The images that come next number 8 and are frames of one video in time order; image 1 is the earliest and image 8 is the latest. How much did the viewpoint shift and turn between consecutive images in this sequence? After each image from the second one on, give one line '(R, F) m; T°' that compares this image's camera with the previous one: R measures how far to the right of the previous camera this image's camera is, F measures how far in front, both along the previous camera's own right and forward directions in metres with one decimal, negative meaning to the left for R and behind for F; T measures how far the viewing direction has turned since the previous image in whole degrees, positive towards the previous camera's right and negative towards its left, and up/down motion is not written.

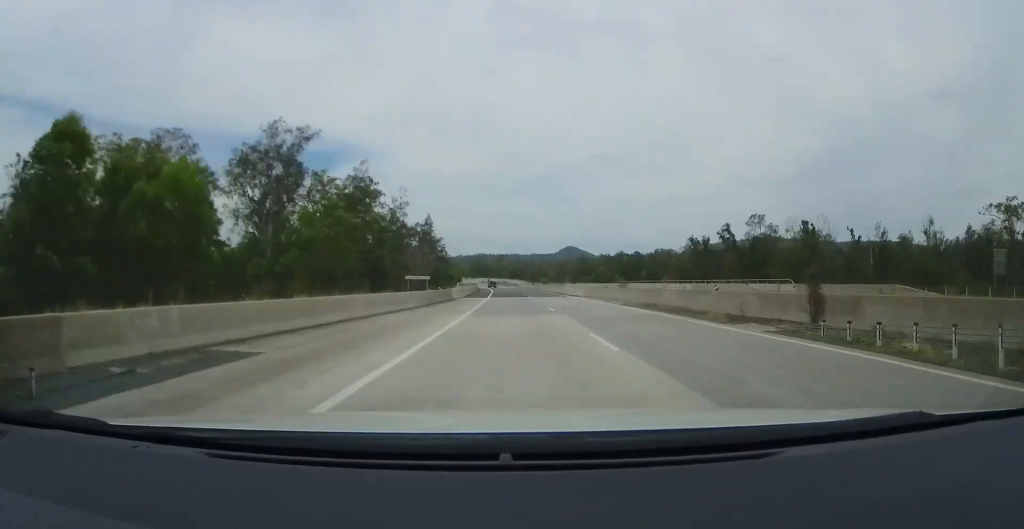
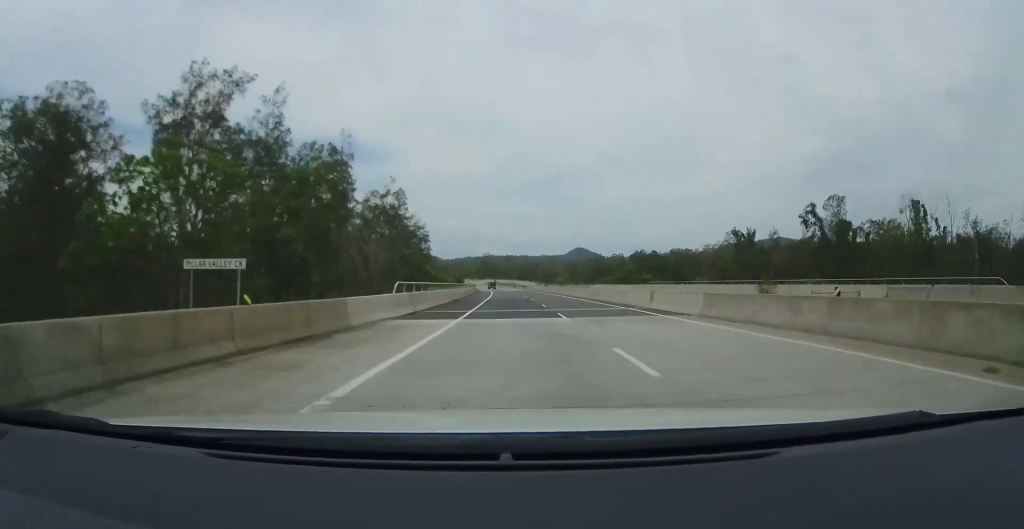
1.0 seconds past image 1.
(-0.1, +29.2) m; 0°
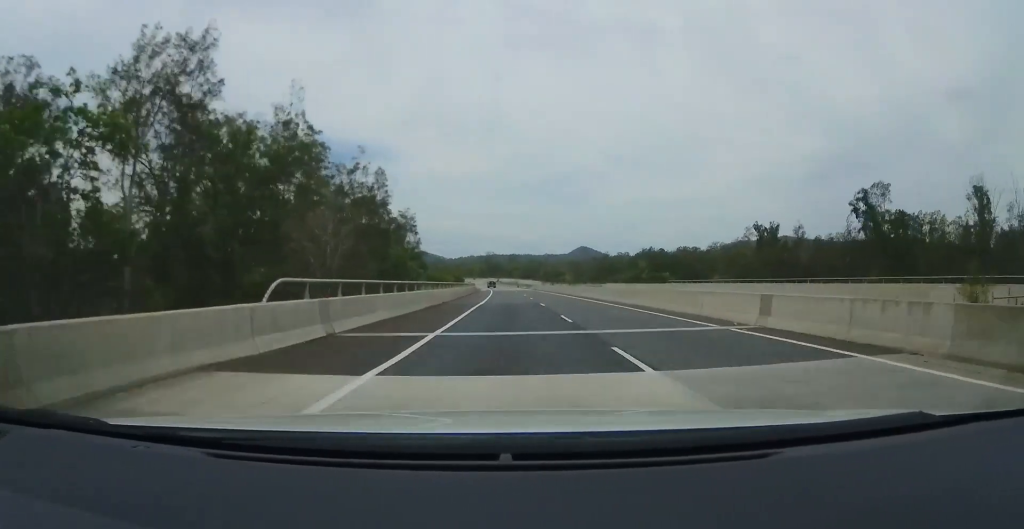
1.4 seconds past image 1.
(0.0, +12.2) m; 0°
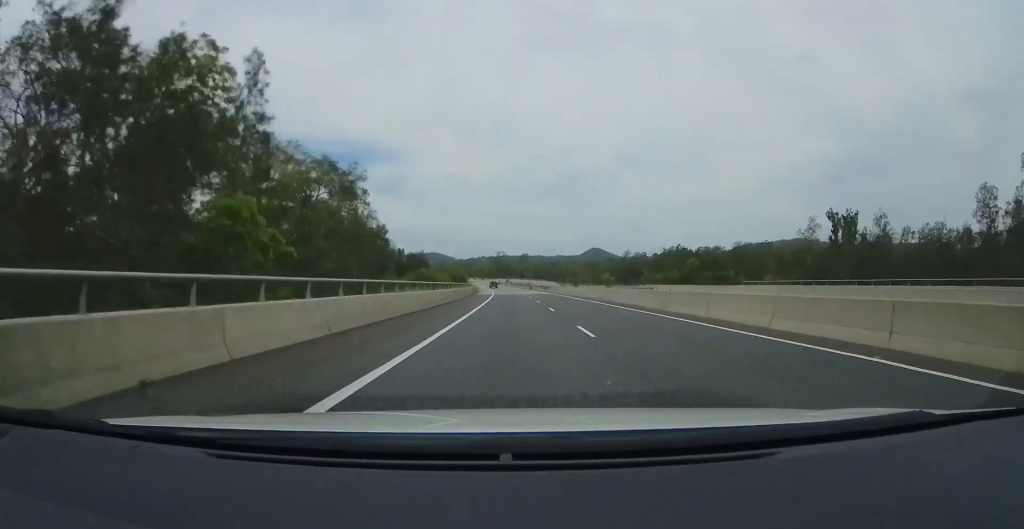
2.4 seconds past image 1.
(0.0, +30.3) m; 0°
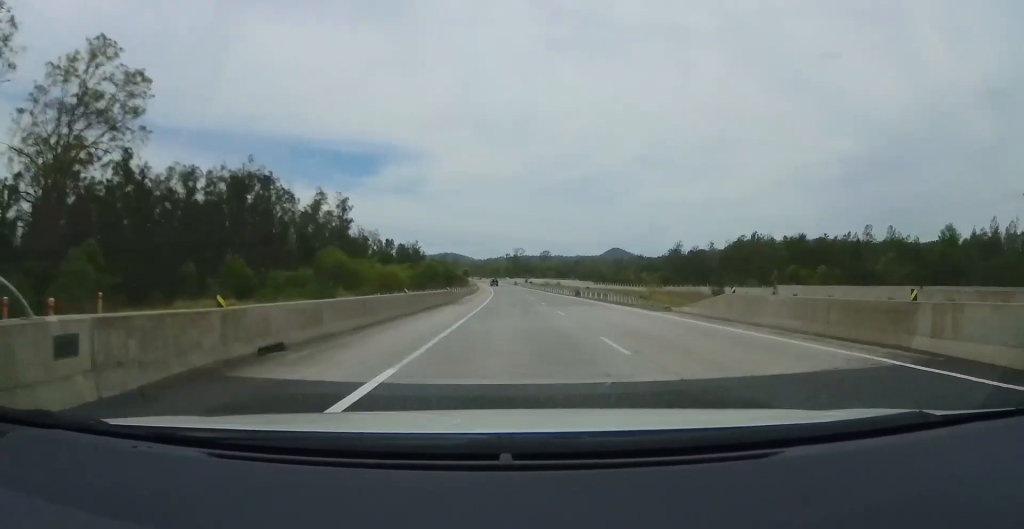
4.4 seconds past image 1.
(-1.6, +62.7) m; -3°
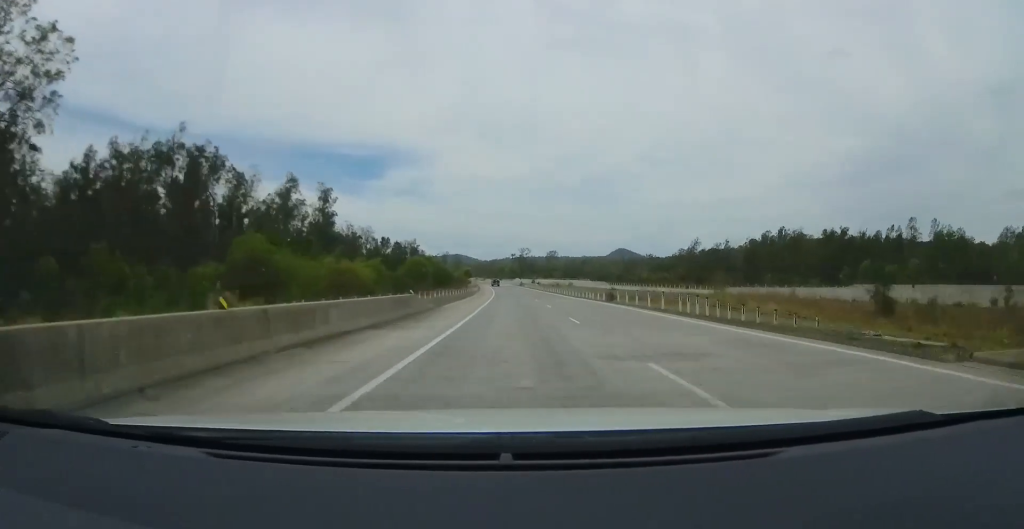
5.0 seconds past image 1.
(-0.1, +15.7) m; 0°
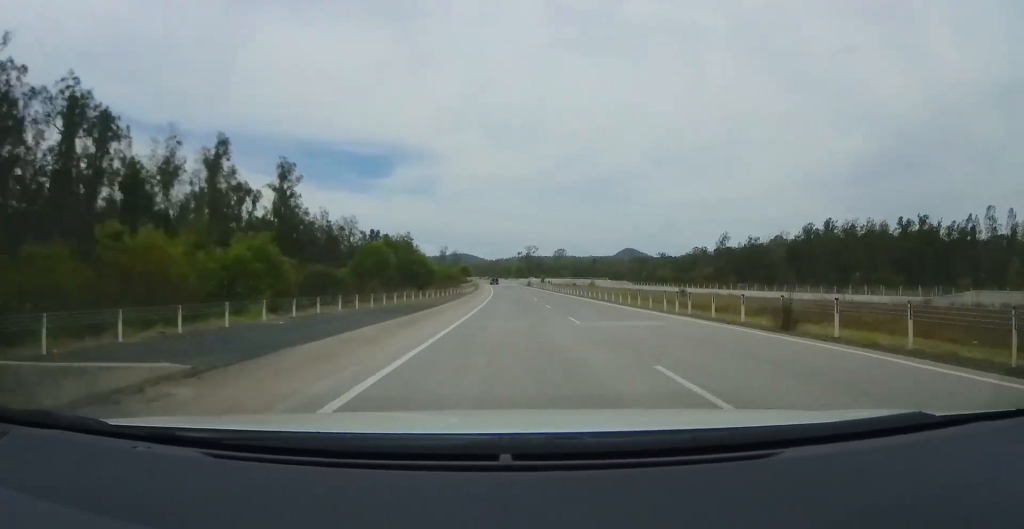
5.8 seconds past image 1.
(0.0, +24.1) m; 0°
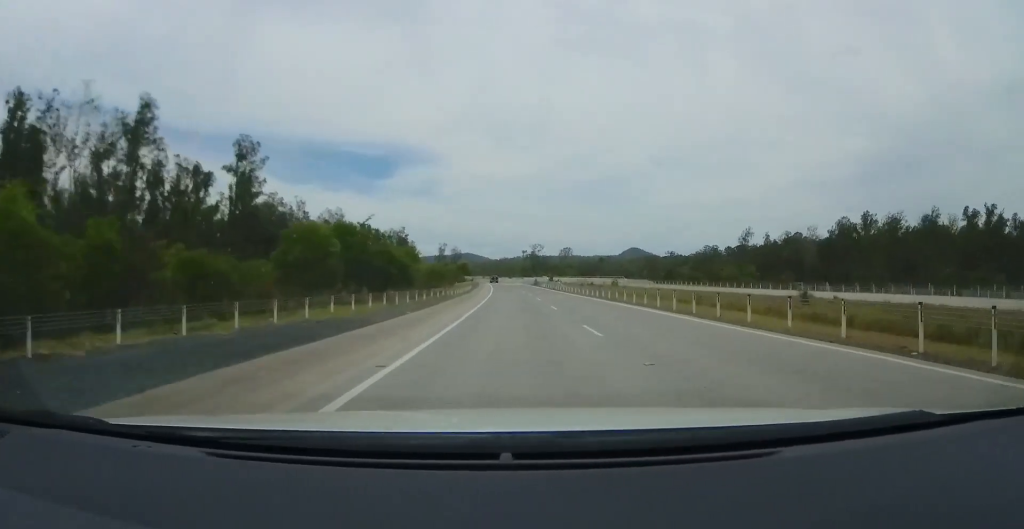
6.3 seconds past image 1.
(+0.2, +15.7) m; 0°
